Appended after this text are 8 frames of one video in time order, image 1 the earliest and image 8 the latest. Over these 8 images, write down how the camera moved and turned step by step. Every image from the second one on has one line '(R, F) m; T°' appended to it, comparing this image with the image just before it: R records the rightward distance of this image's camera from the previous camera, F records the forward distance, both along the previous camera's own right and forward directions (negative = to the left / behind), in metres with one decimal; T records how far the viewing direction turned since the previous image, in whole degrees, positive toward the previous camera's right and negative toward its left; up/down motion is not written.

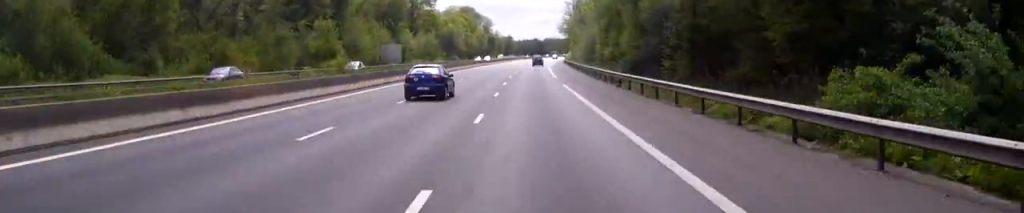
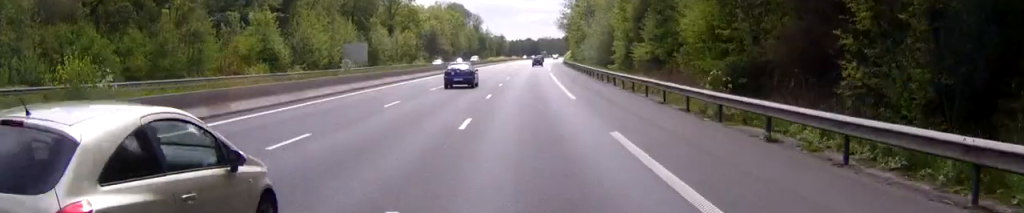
(+0.1, +27.1) m; +1°
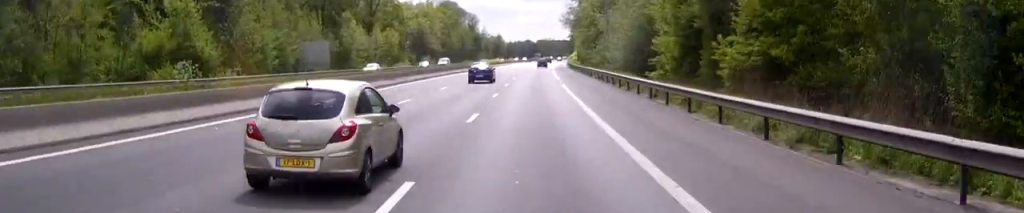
(+0.1, +23.7) m; +1°
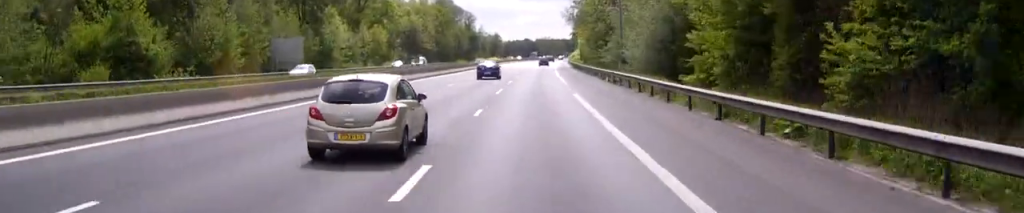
(+0.1, +11.5) m; 0°
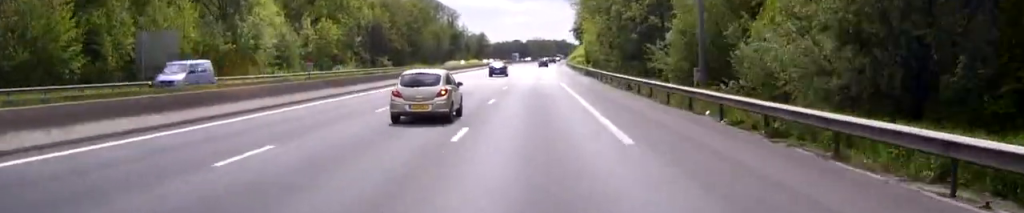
(0.0, +32.1) m; 0°
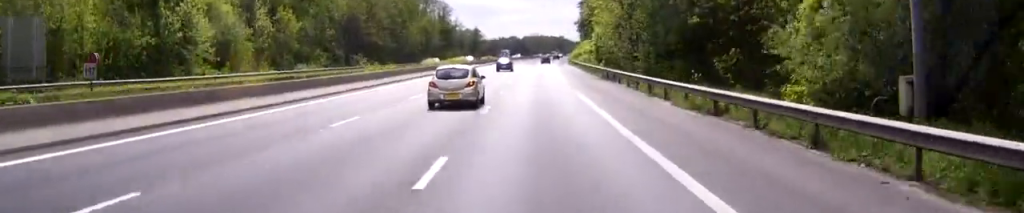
(0.0, +19.0) m; 0°
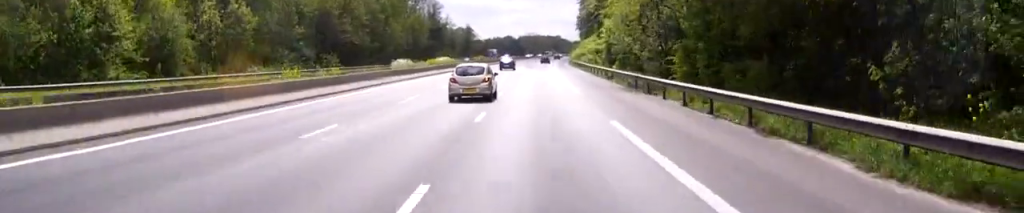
(0.0, +15.6) m; 0°
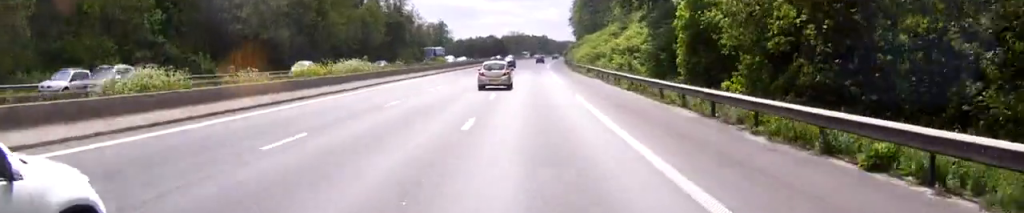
(+0.3, +41.1) m; +1°
